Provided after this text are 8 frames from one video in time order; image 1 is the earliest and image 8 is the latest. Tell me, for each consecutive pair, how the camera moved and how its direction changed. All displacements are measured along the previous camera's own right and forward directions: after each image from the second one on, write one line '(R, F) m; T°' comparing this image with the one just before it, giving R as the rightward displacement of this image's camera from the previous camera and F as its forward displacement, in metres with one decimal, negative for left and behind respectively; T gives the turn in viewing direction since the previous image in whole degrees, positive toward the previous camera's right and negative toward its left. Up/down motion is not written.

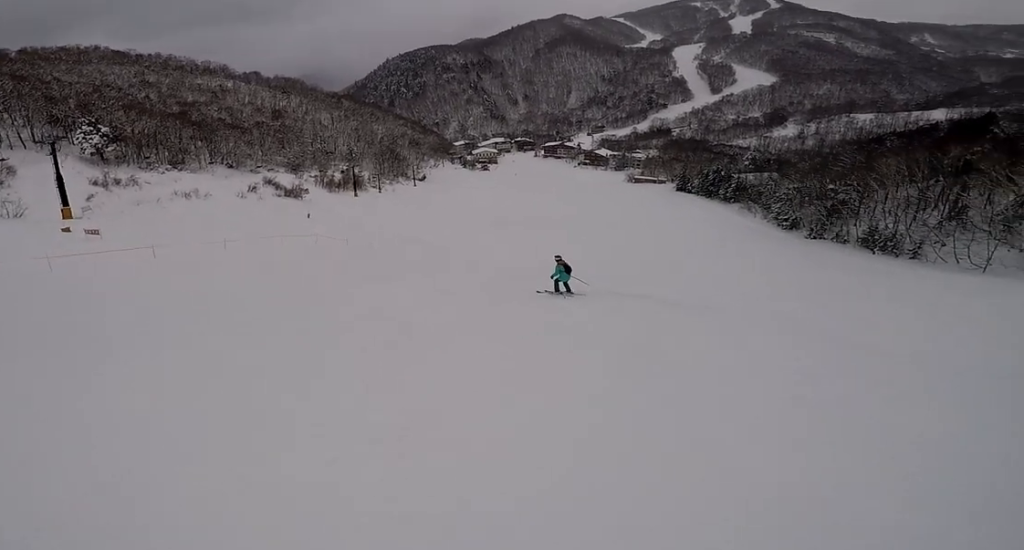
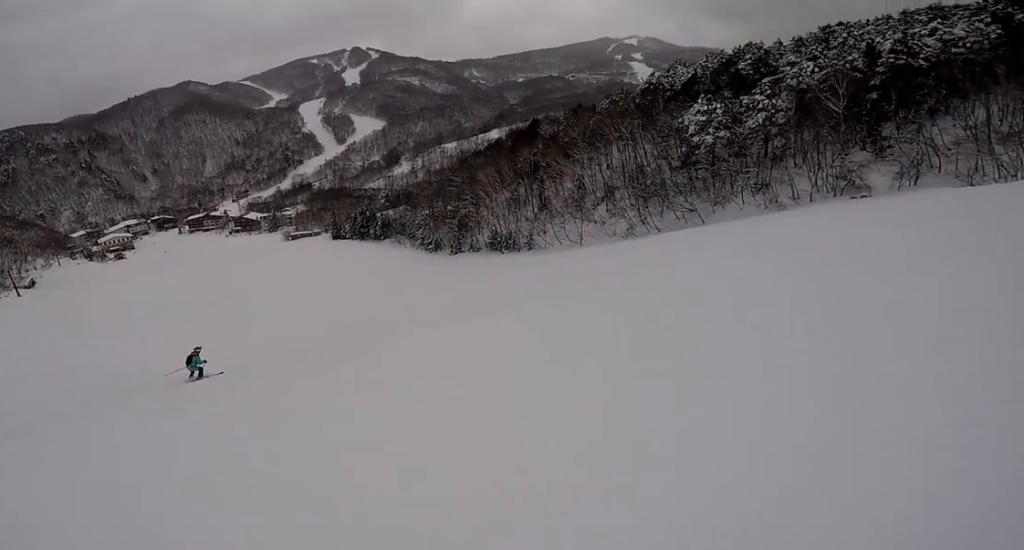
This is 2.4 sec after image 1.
(+3.9, +9.2) m; +41°
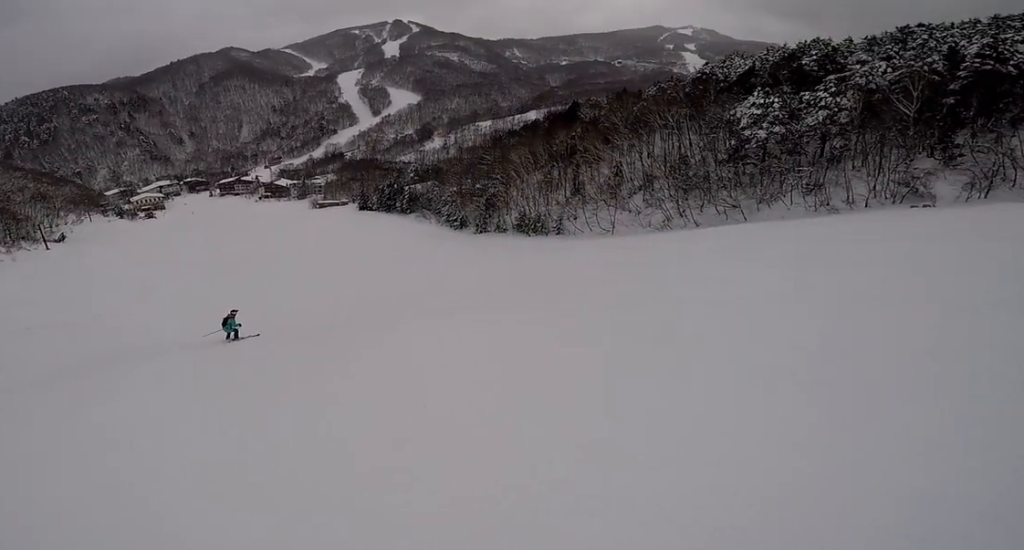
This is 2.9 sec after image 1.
(0.0, +2.1) m; +6°
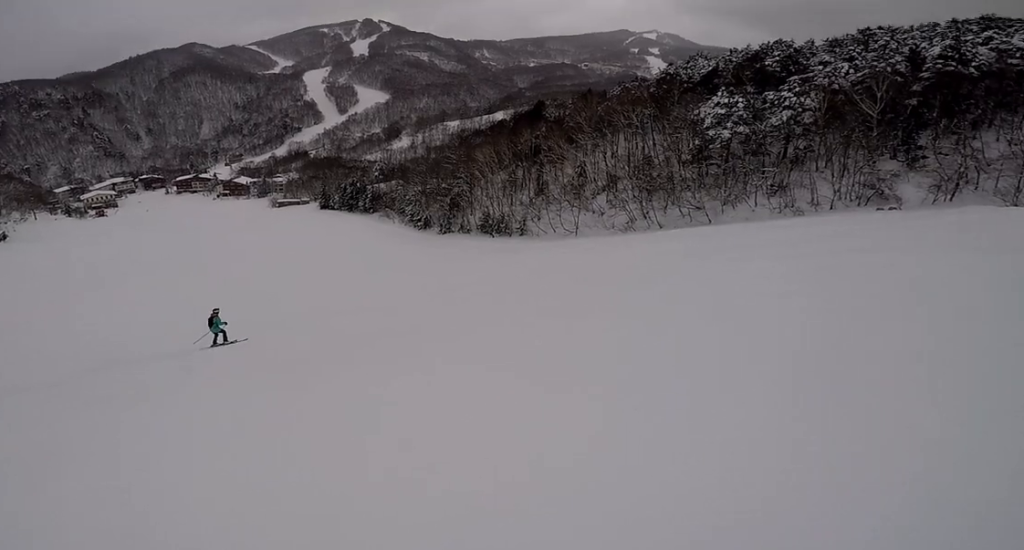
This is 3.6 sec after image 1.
(+0.7, +4.5) m; -7°
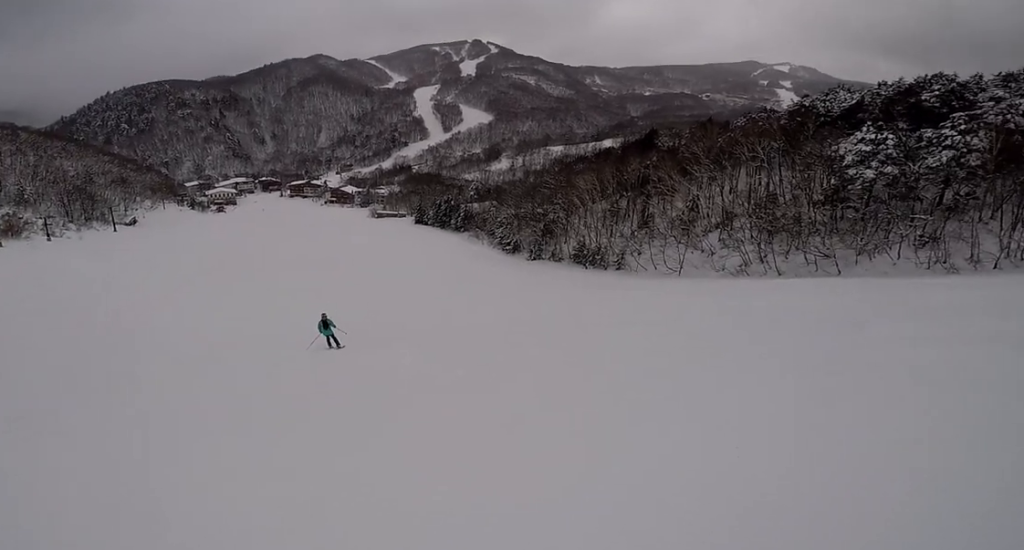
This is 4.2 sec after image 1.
(-0.5, +3.2) m; -16°
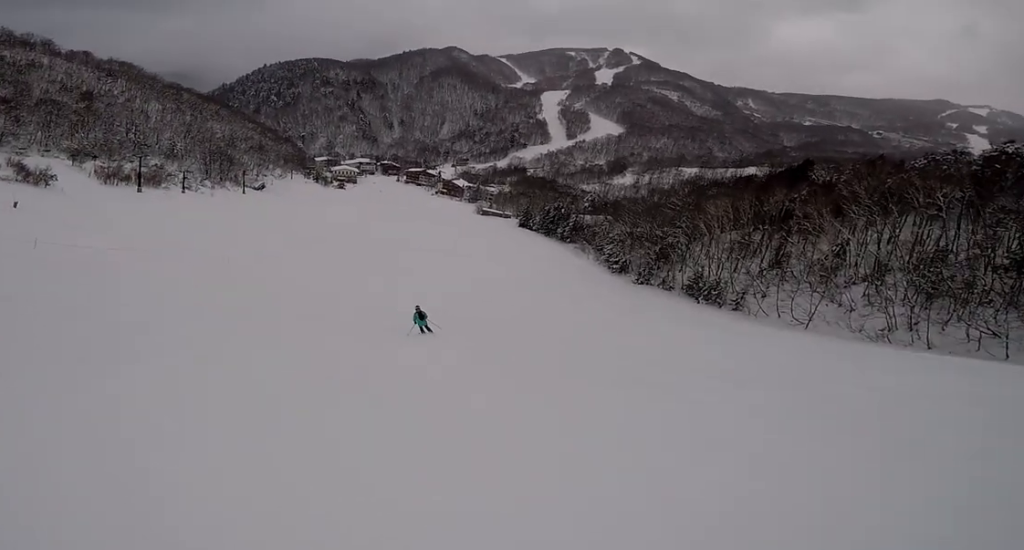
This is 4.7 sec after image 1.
(-0.1, +3.1) m; -19°
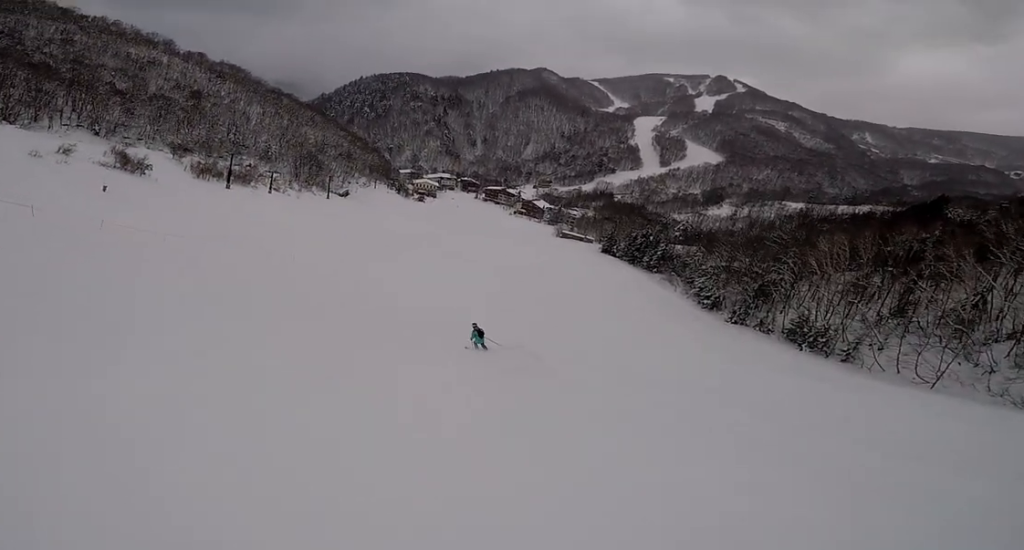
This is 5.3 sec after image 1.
(-1.3, +4.0) m; -21°
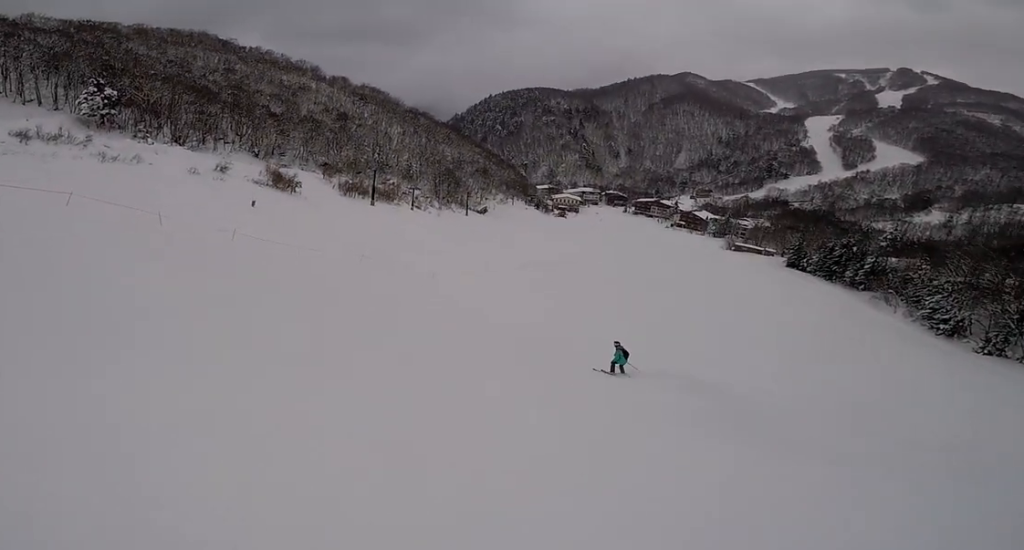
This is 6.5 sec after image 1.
(-2.1, +7.7) m; -25°
